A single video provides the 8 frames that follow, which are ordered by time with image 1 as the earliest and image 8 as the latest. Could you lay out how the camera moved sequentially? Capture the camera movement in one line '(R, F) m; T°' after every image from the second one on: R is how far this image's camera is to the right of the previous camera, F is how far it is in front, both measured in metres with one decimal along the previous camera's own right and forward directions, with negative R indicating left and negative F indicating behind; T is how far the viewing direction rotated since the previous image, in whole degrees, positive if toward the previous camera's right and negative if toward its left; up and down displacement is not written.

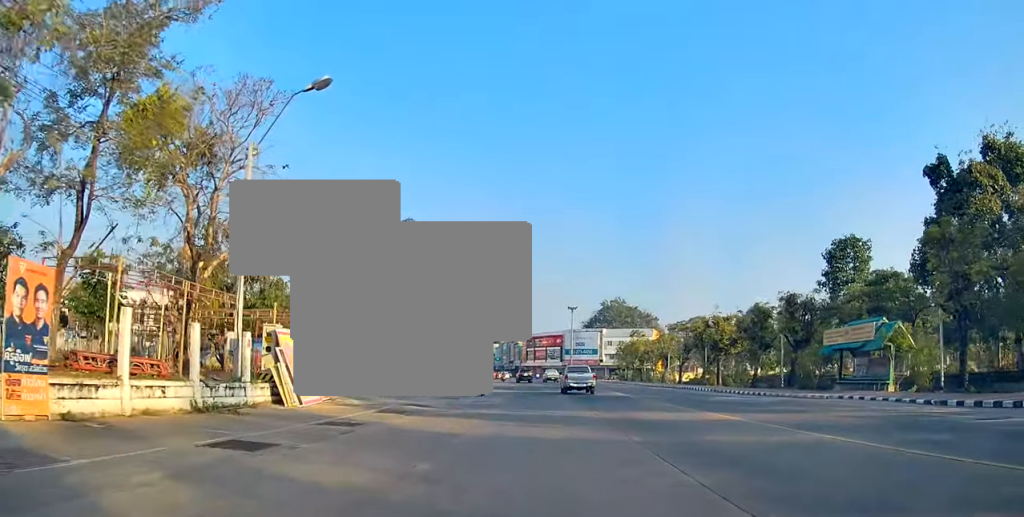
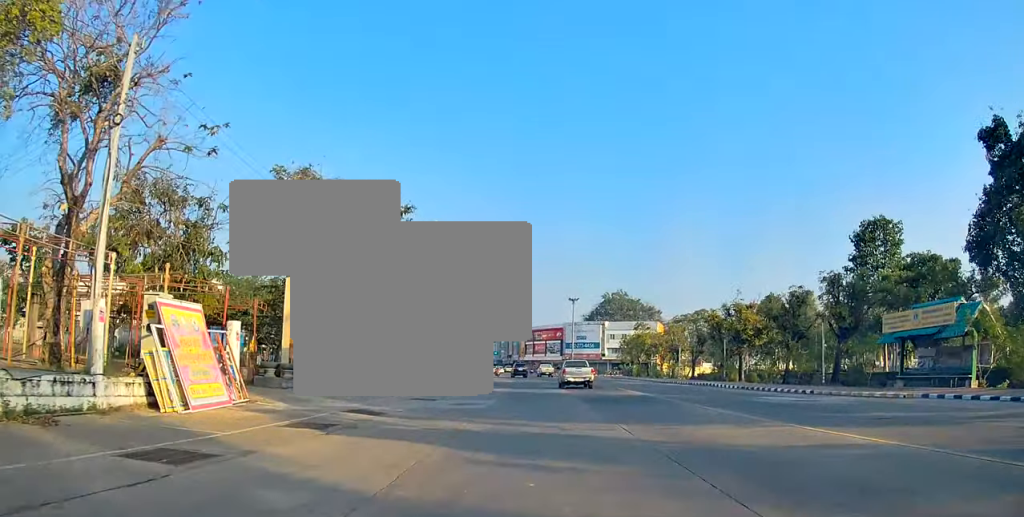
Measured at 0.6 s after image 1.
(0.0, +7.2) m; 0°
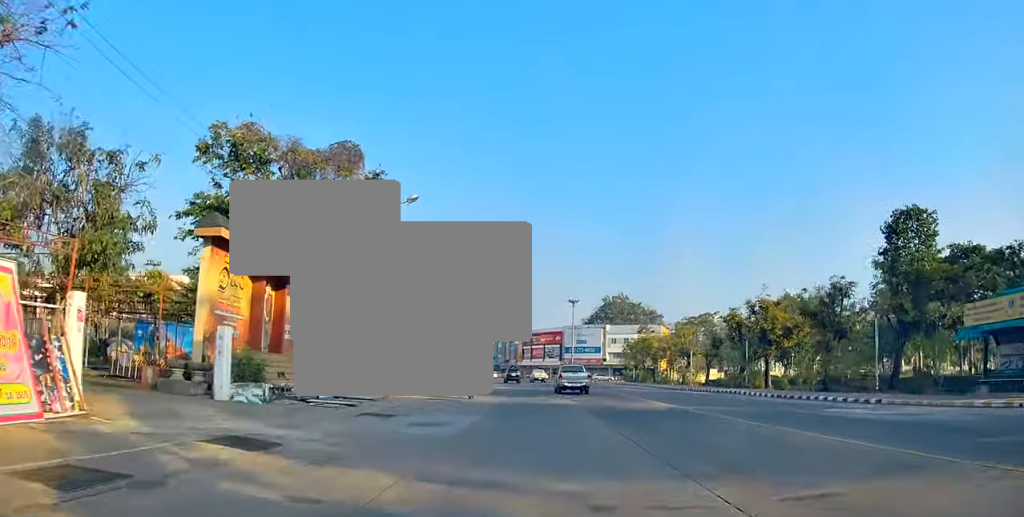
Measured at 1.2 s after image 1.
(0.0, +6.8) m; 0°
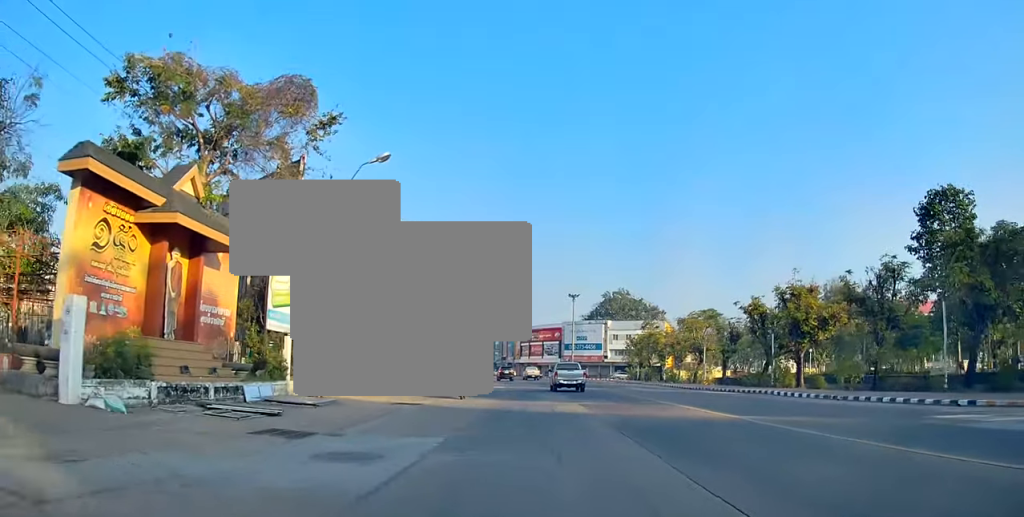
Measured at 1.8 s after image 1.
(0.0, +6.4) m; 0°
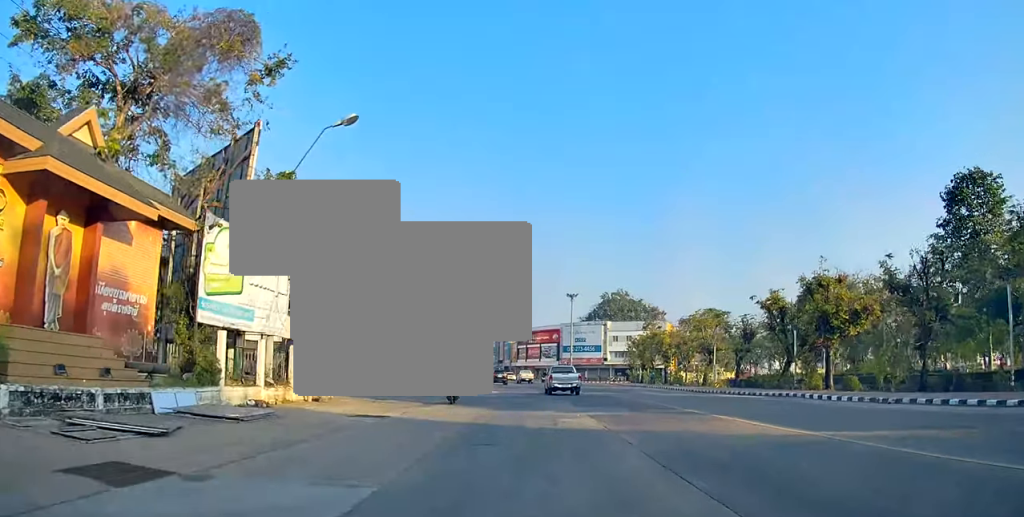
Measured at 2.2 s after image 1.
(0.0, +5.1) m; 0°
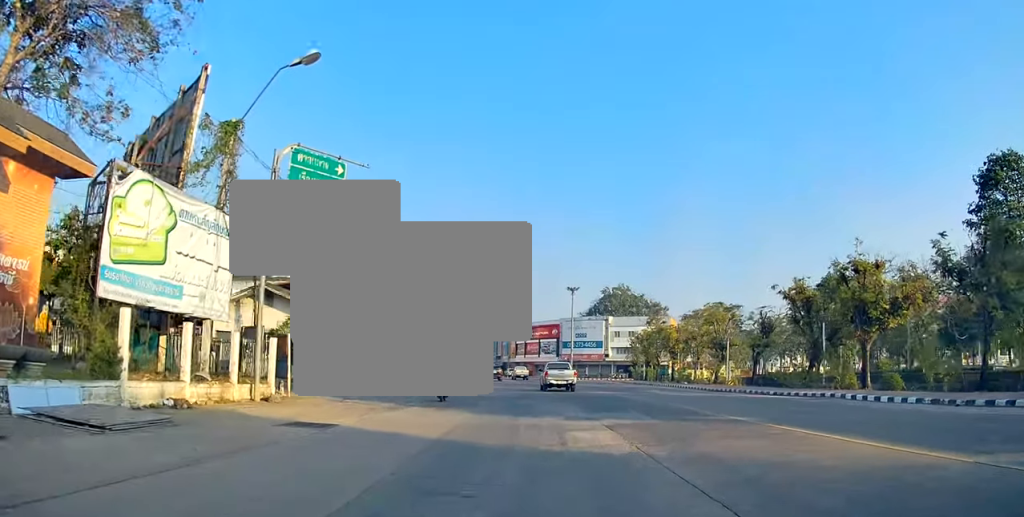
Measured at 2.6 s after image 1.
(0.0, +4.8) m; 0°
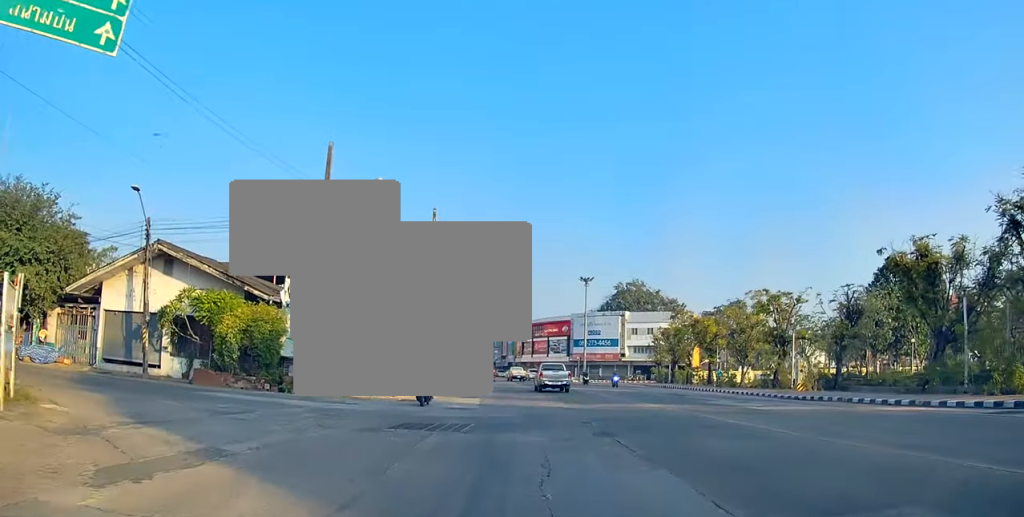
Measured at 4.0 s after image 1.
(+0.1, +14.2) m; +1°
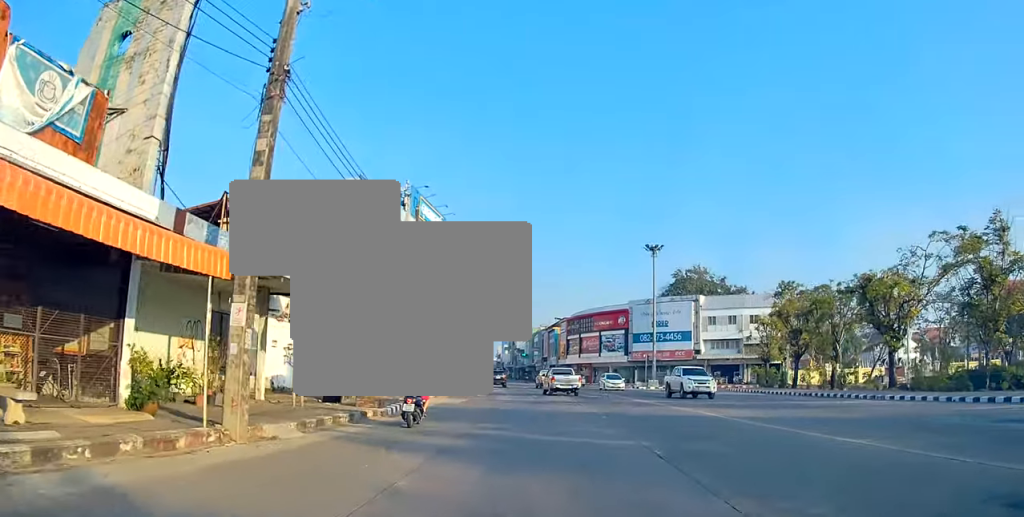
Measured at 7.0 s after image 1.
(-1.2, +29.1) m; -5°
